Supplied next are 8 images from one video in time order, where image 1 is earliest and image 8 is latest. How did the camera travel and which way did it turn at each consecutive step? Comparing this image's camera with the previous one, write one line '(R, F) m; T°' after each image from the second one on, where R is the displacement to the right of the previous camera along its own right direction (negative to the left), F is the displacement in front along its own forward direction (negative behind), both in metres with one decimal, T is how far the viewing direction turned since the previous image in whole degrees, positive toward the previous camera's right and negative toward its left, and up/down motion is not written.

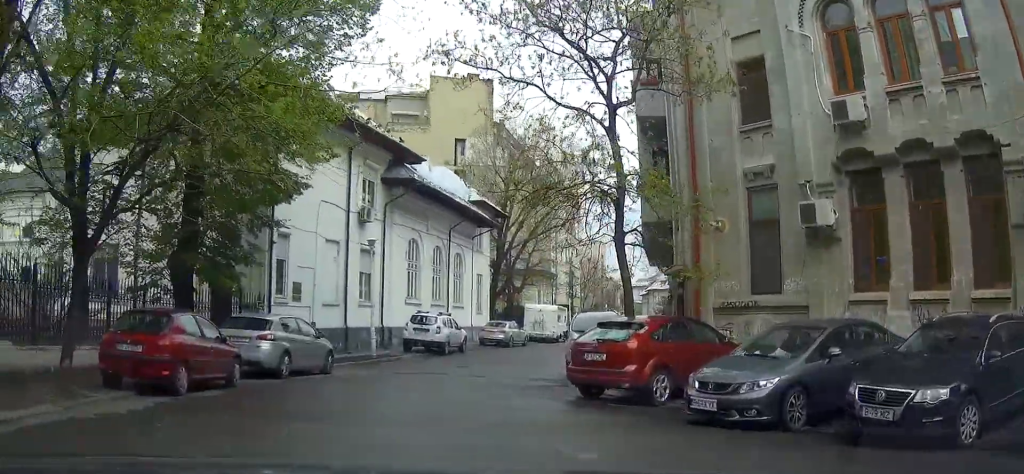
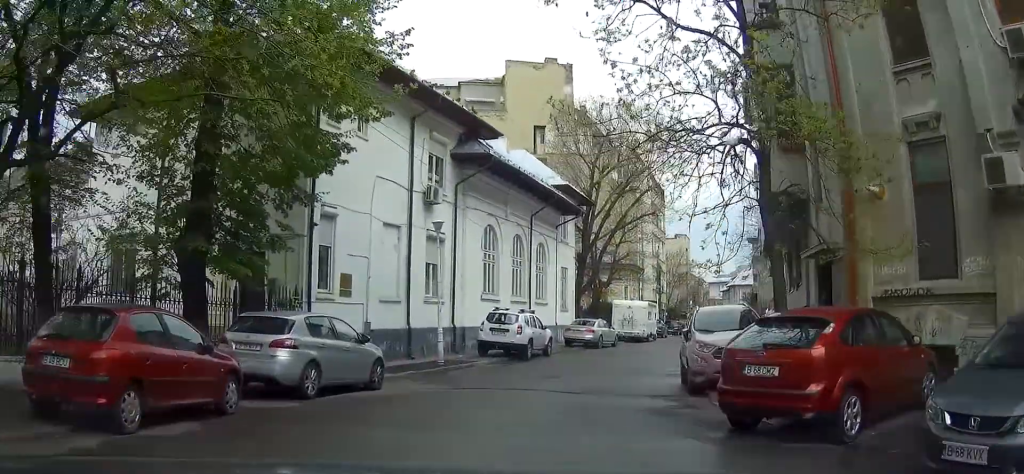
(-0.5, +4.1) m; -4°
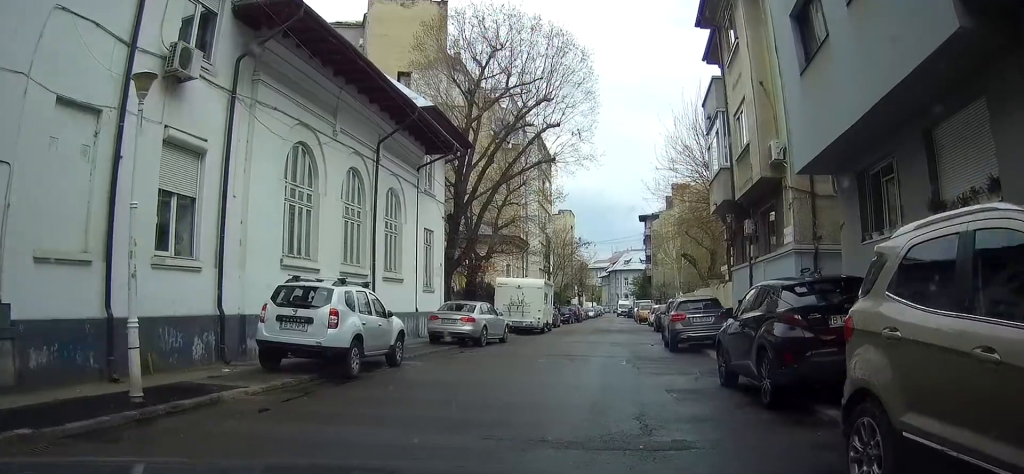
(+0.3, +12.5) m; +11°
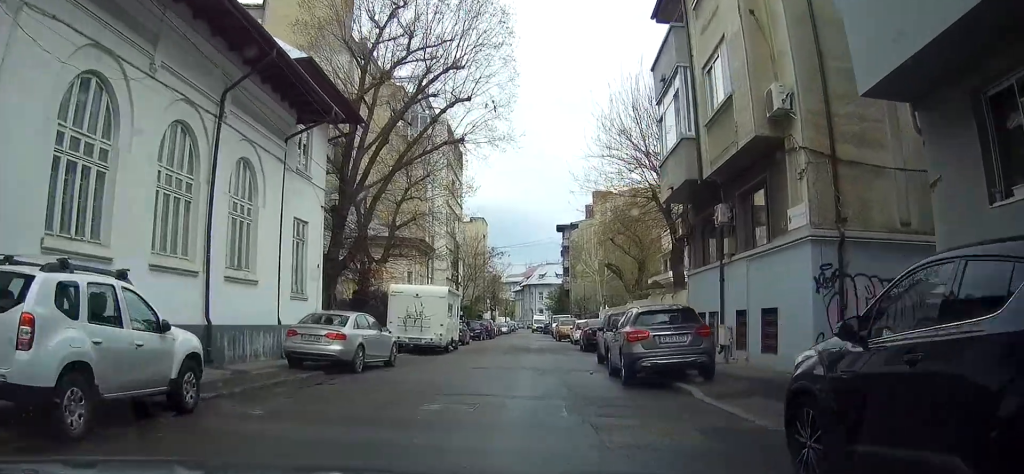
(+0.4, +6.2) m; +3°
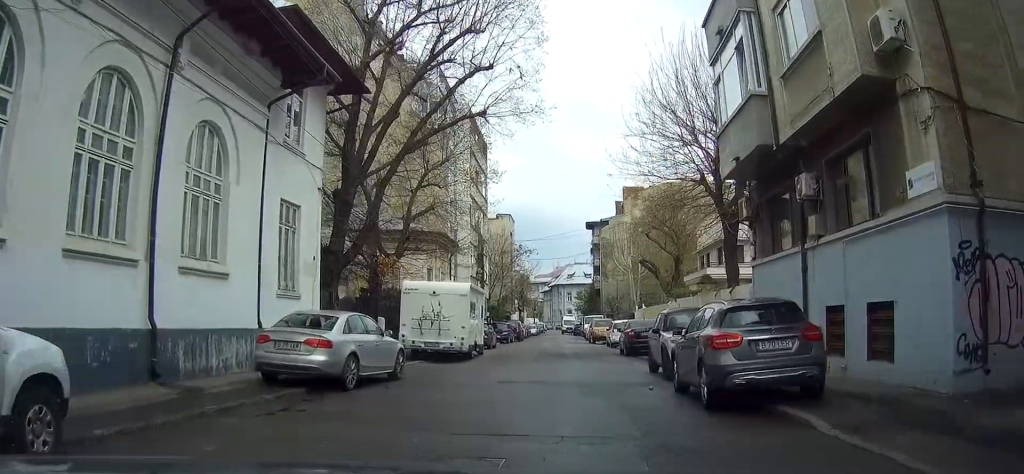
(-0.2, +3.6) m; 0°
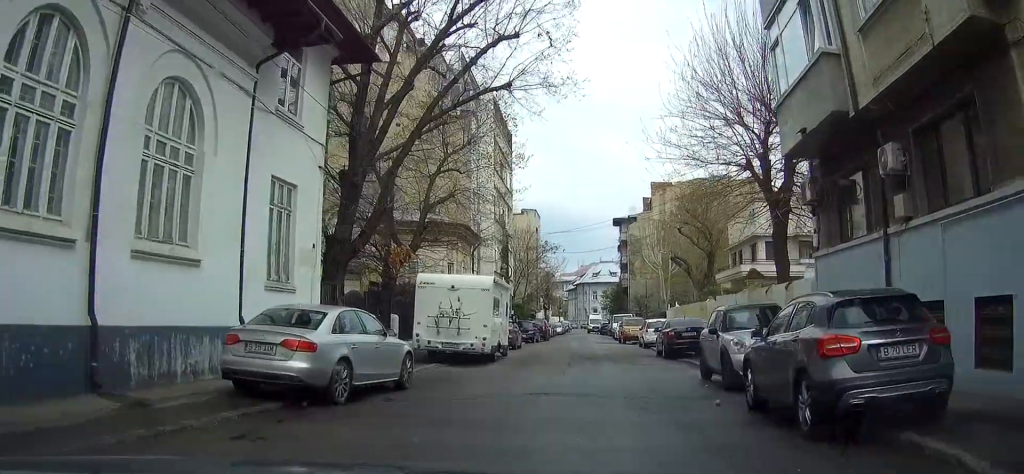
(0.0, +2.6) m; +1°
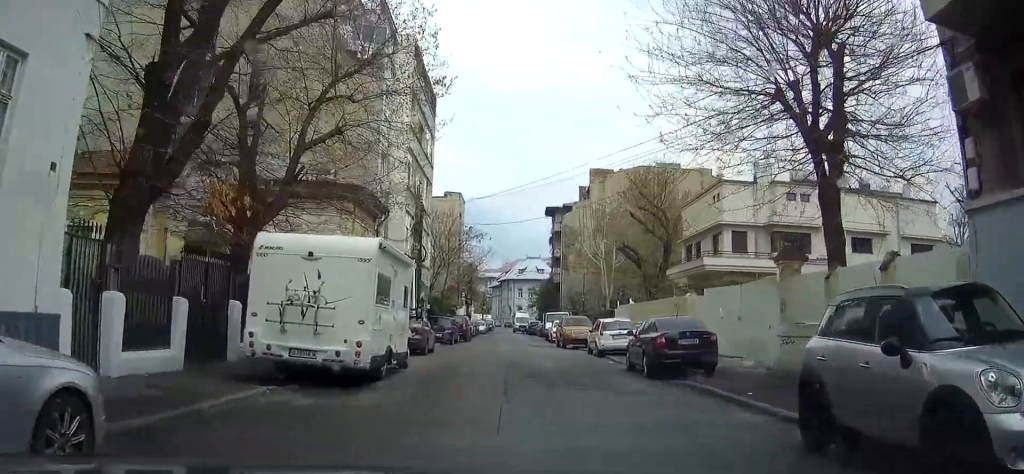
(+0.3, +8.5) m; +2°
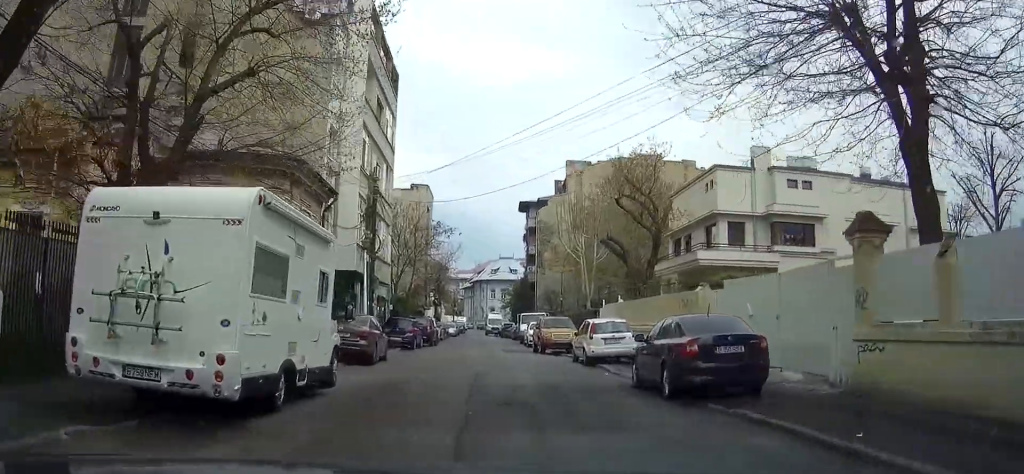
(0.0, +4.9) m; -1°
